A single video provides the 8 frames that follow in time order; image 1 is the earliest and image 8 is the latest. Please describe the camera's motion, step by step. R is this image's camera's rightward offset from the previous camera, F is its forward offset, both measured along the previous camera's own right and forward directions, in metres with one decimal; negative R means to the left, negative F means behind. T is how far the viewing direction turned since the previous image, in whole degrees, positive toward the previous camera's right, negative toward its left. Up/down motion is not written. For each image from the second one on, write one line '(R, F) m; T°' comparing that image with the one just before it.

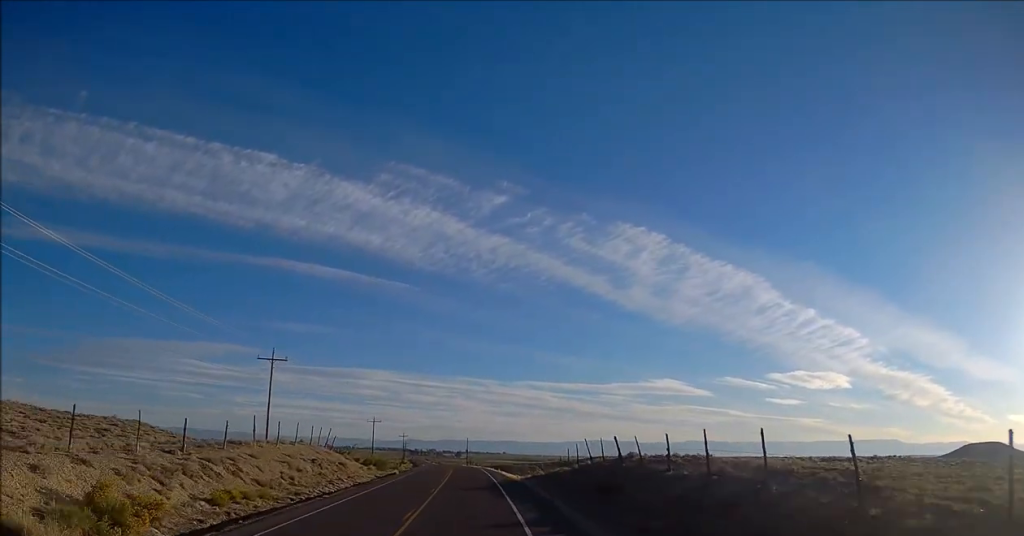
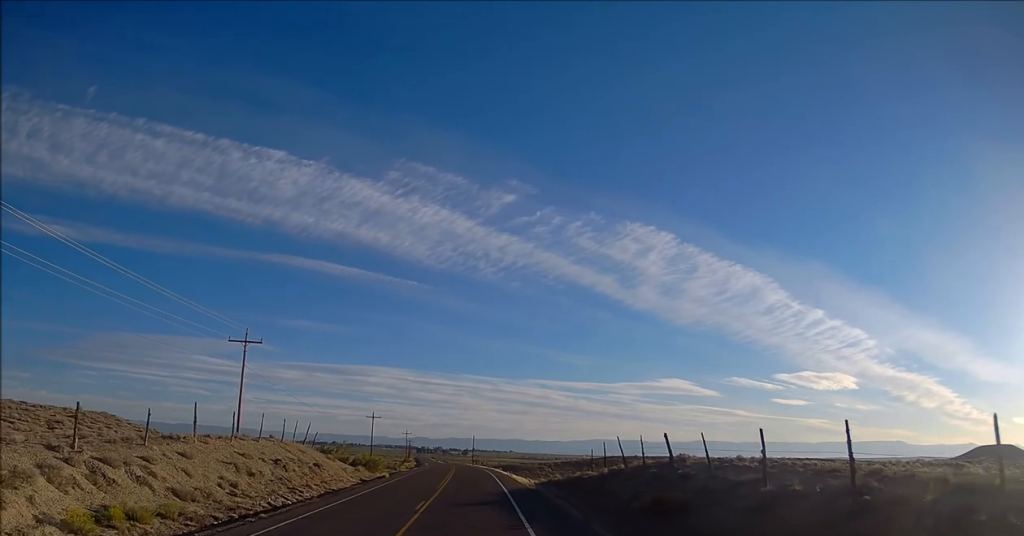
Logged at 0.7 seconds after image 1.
(+0.2, +9.2) m; -1°
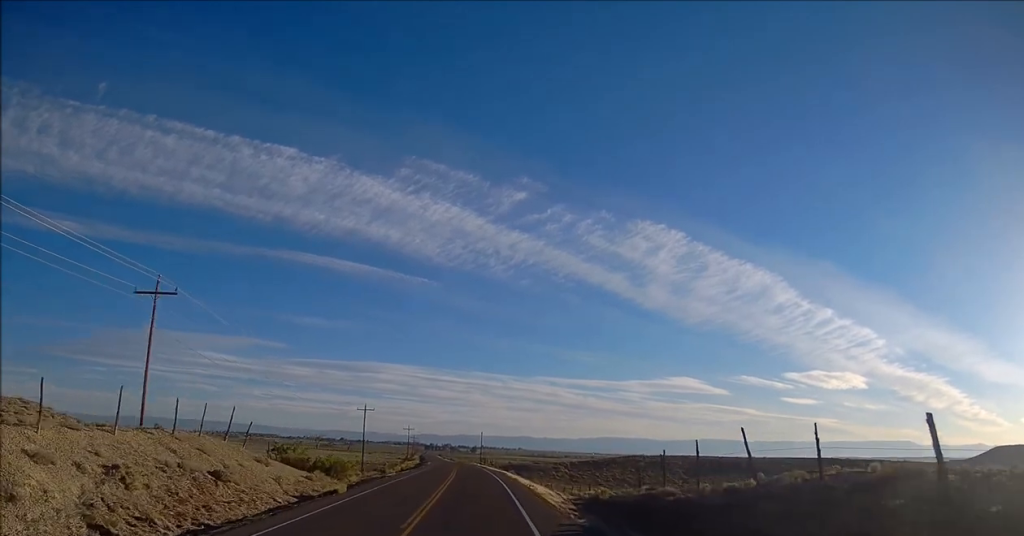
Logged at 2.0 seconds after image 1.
(-0.6, +18.3) m; -2°
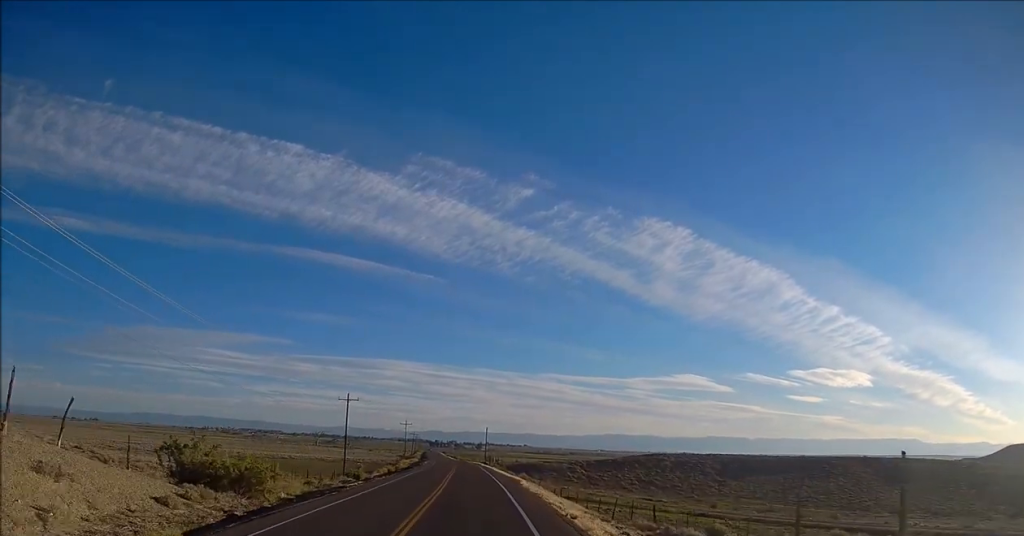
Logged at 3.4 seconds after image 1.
(+0.1, +17.8) m; +2°
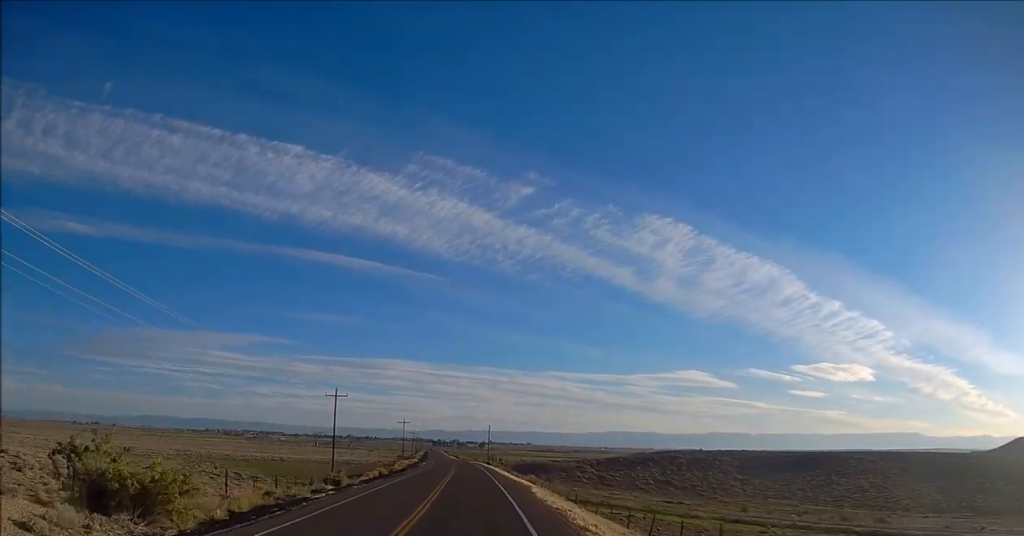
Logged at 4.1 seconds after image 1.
(+0.3, +8.6) m; 0°
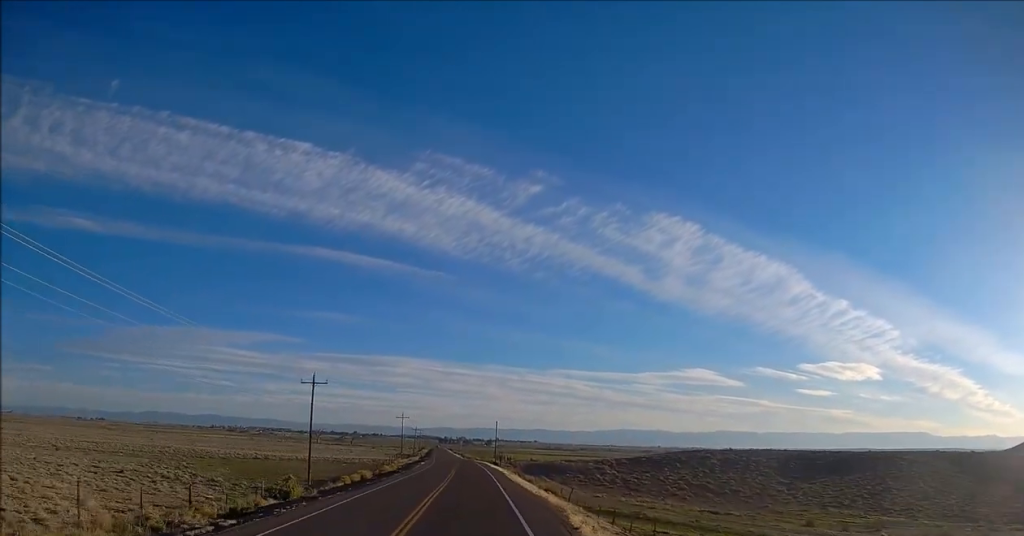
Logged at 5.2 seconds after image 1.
(-0.2, +14.2) m; -2°
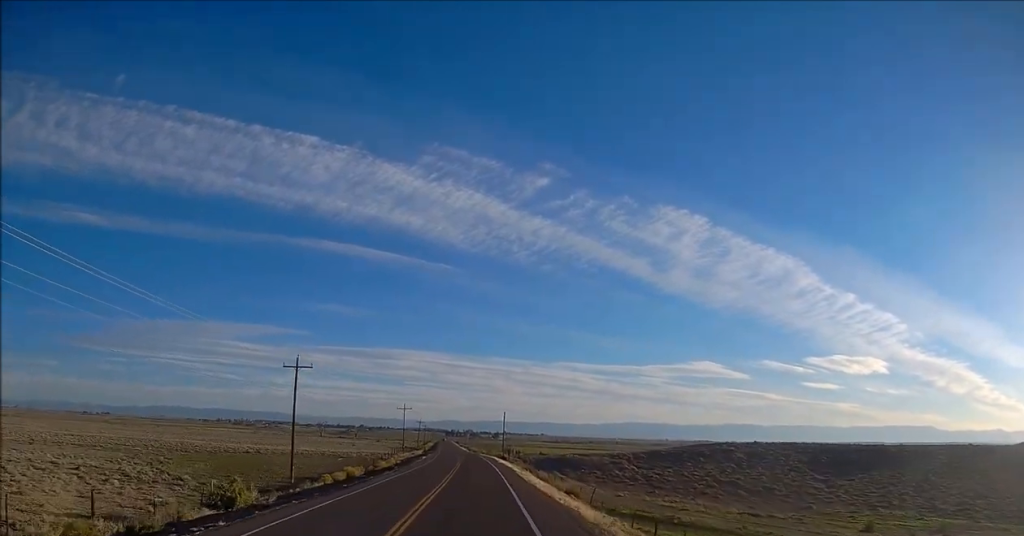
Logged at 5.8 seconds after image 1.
(-0.2, +9.0) m; -1°
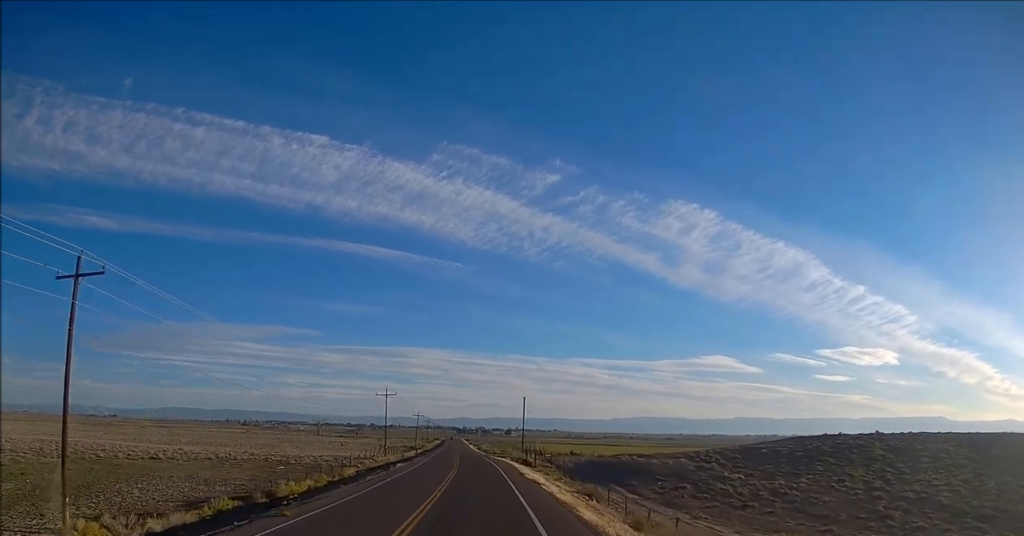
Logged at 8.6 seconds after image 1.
(-0.5, +37.7) m; -1°
